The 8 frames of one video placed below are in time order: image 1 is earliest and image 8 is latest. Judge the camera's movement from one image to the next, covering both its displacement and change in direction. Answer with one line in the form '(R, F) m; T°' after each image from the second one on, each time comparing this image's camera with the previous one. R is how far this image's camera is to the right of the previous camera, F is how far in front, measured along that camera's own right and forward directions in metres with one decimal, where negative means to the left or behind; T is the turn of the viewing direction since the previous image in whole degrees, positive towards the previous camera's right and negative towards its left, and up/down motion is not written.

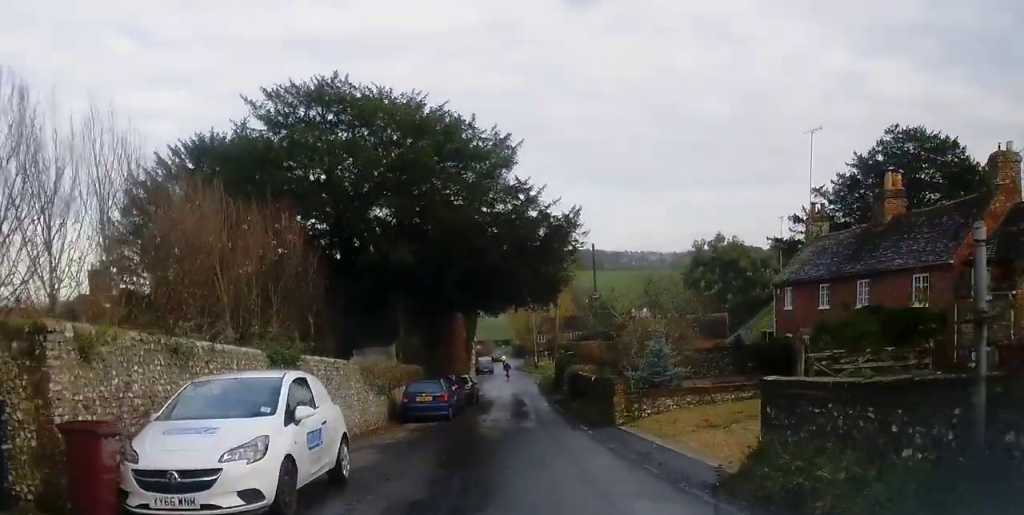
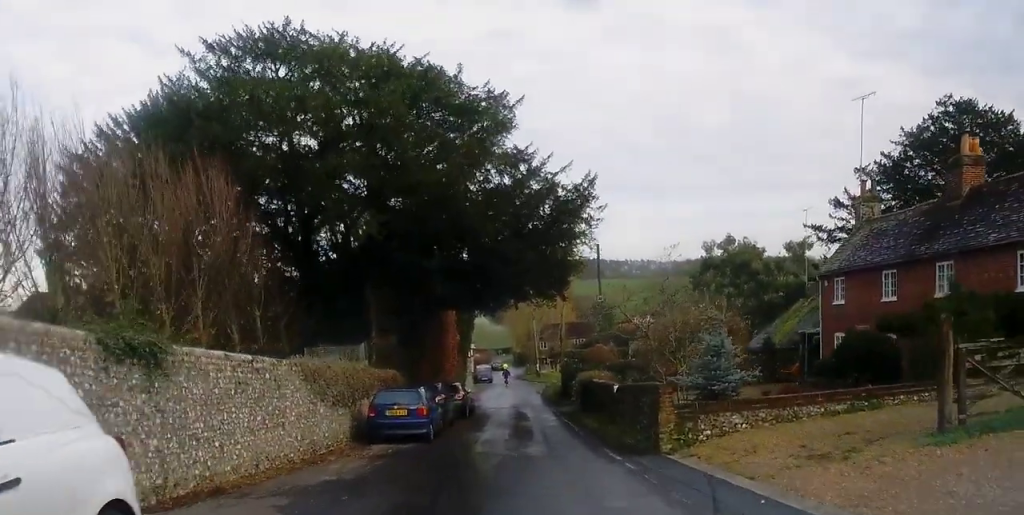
(-0.2, +6.3) m; 0°
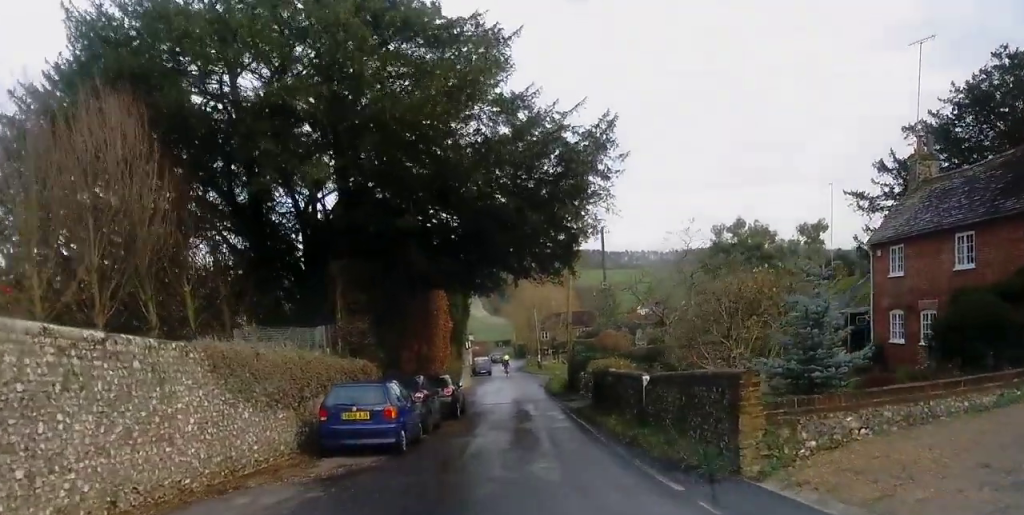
(-0.2, +5.3) m; 0°
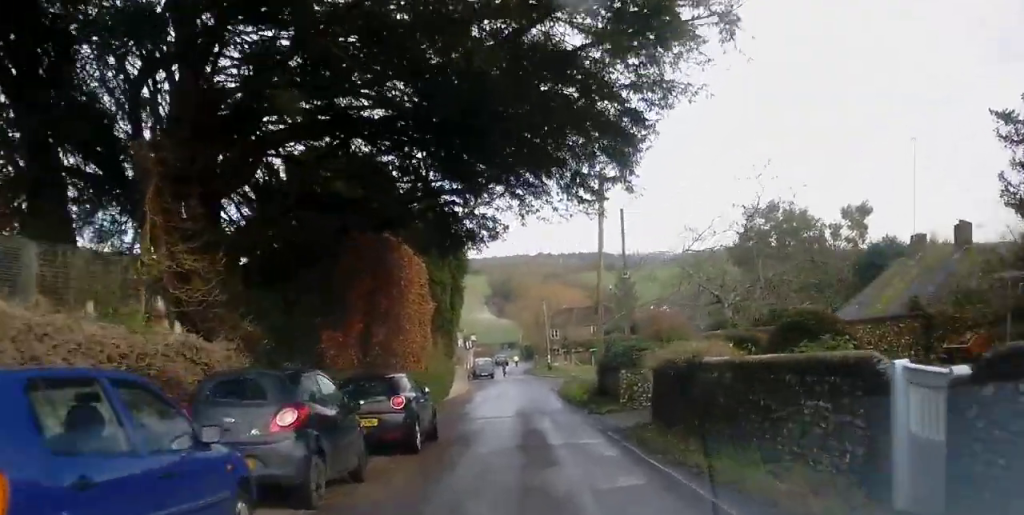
(+0.5, +11.6) m; +2°
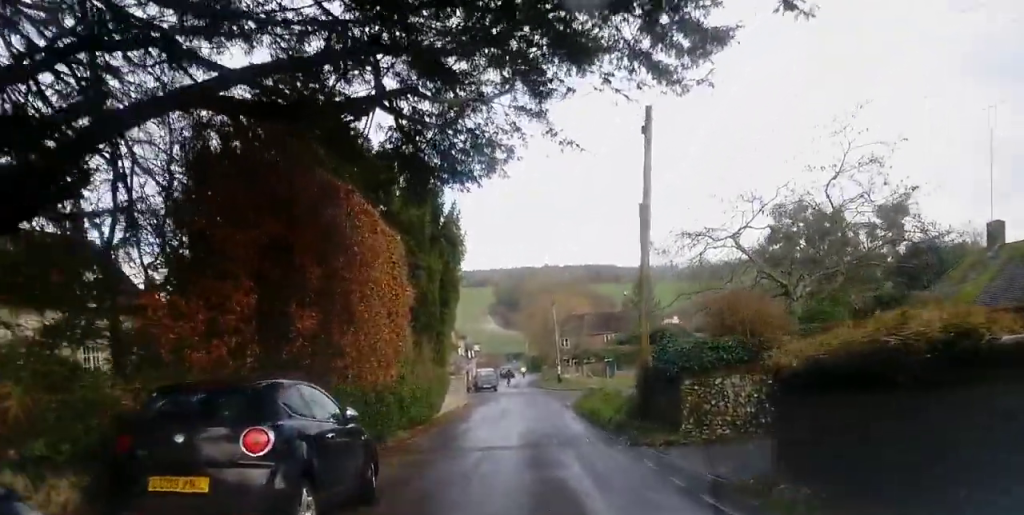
(+0.1, +7.9) m; -2°
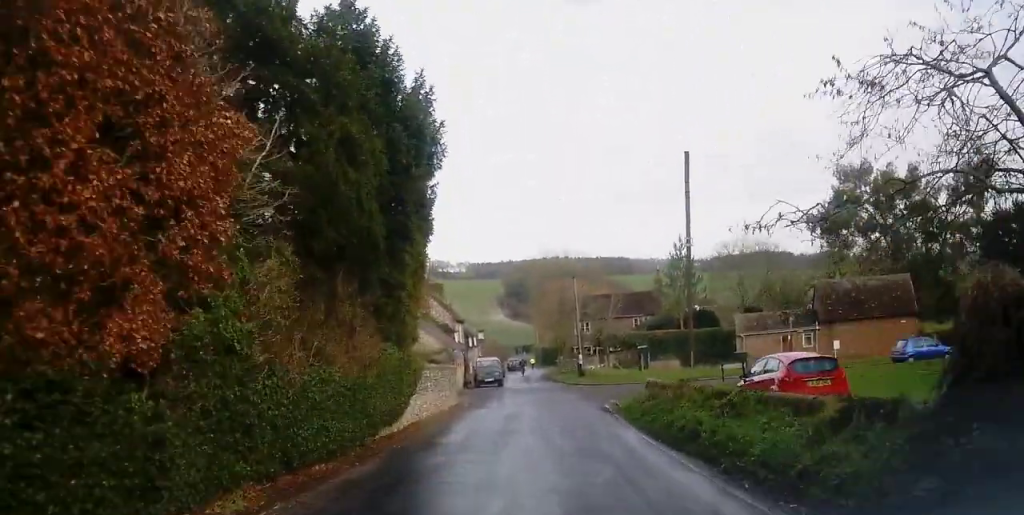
(-0.5, +14.2) m; 0°
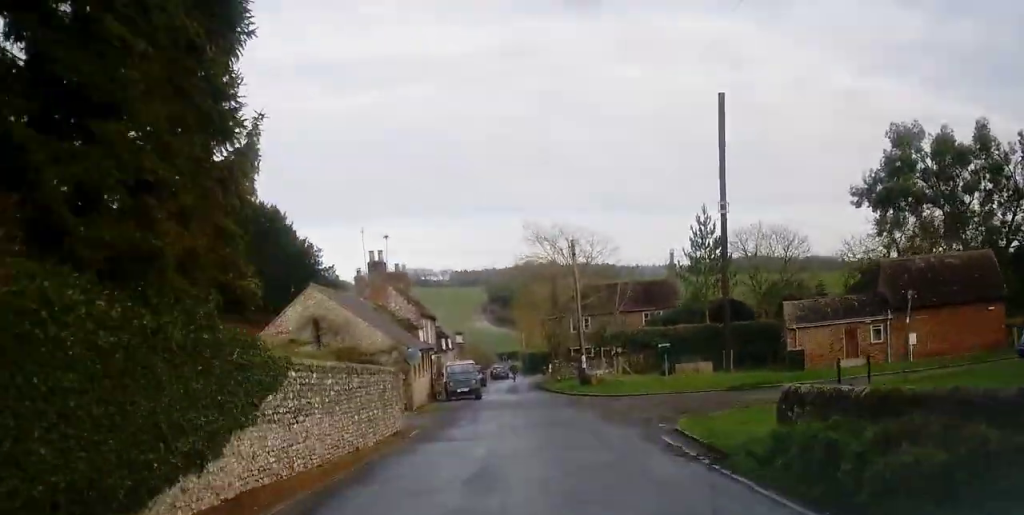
(+0.4, +13.0) m; +3°
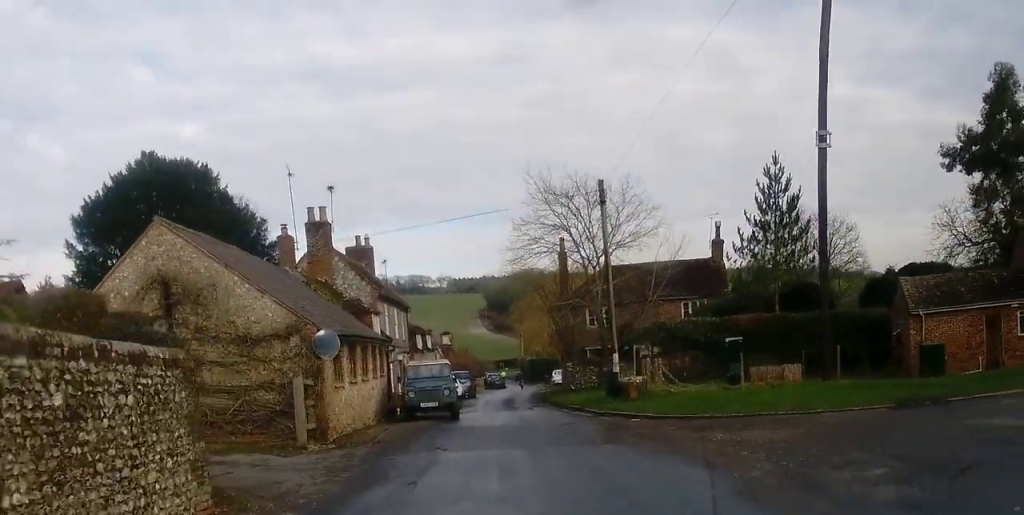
(+0.1, +13.8) m; 0°
